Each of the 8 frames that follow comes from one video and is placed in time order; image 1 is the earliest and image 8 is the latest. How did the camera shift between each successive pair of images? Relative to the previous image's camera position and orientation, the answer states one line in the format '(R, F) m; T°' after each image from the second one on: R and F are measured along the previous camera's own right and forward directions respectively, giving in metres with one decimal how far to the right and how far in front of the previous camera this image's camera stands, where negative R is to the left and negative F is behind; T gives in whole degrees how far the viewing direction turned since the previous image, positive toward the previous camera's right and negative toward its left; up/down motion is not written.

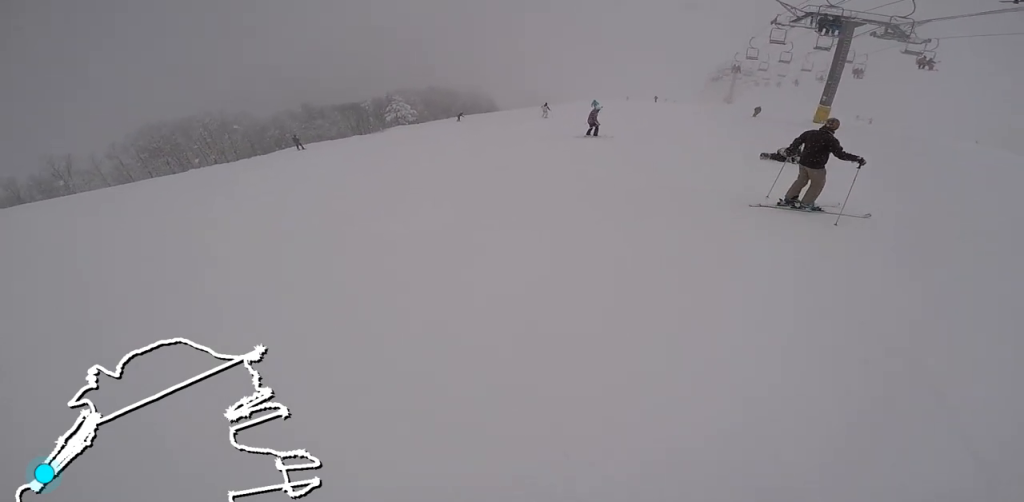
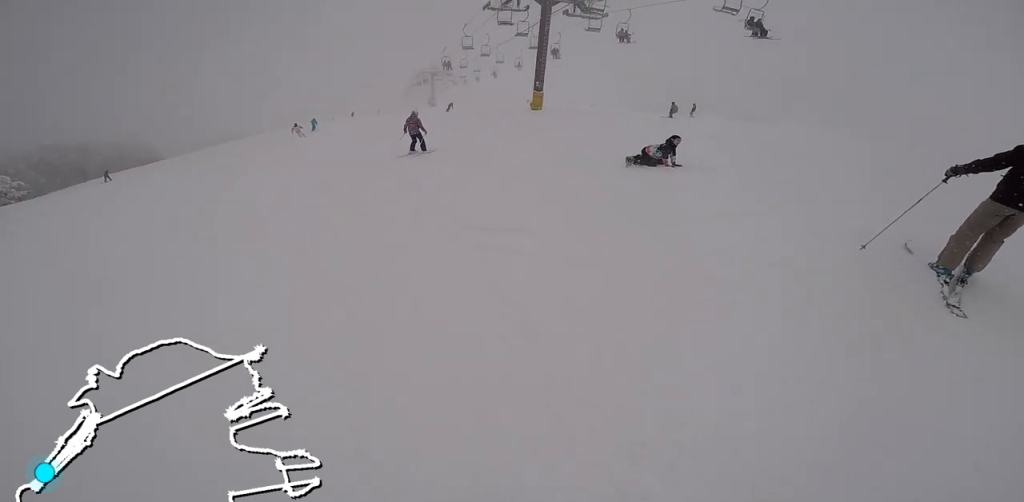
(+2.4, +5.3) m; +30°
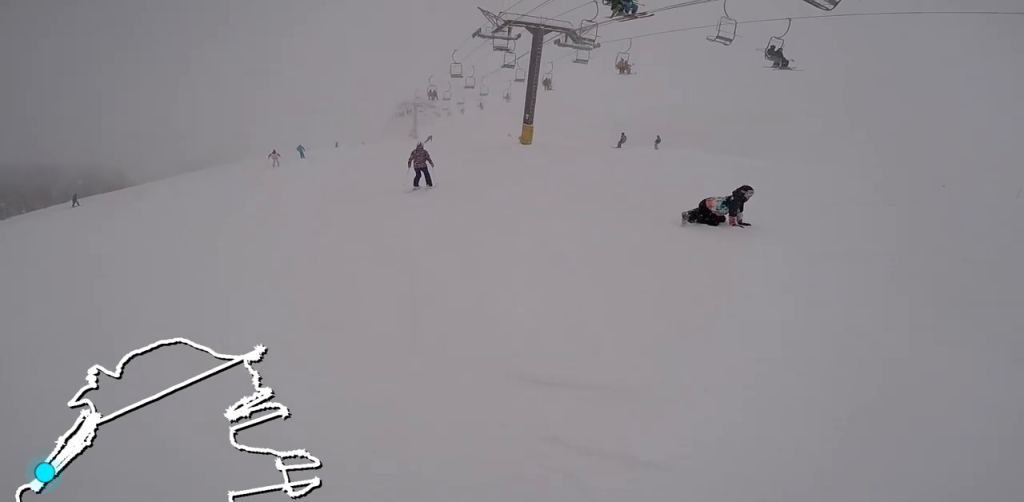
(0.0, +2.2) m; +2°
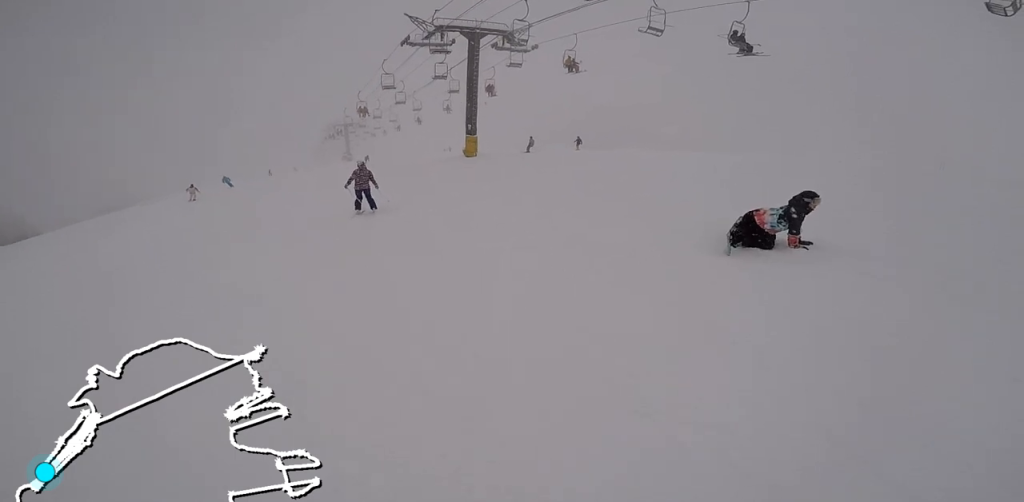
(0.0, +2.2) m; +2°
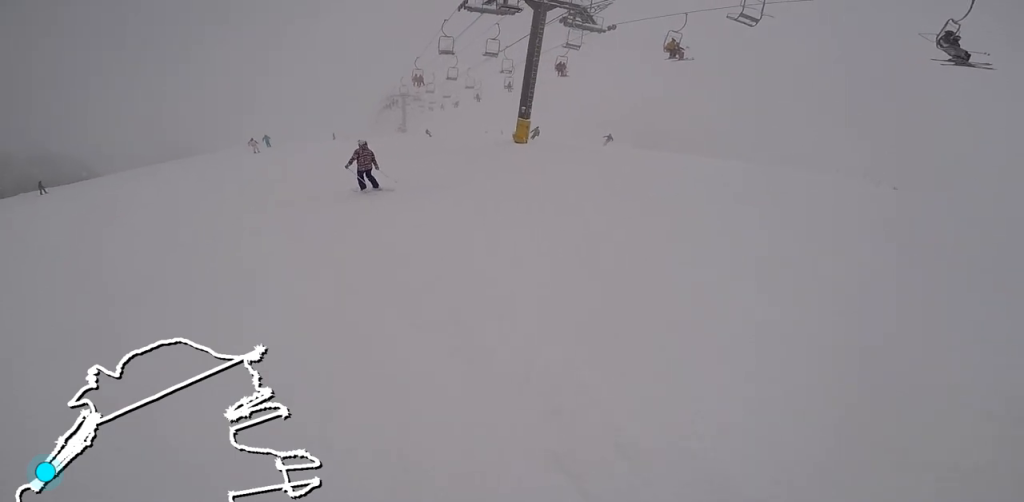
(+0.2, +3.2) m; -10°
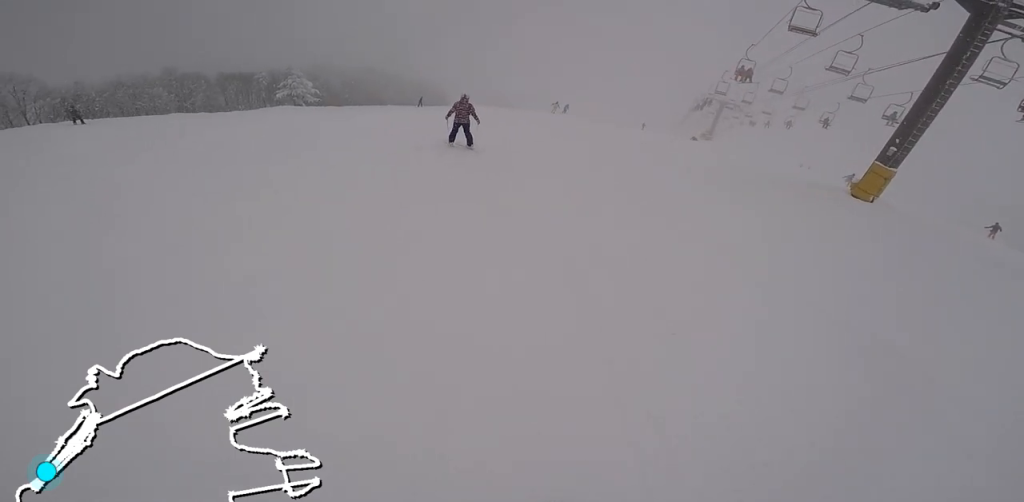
(-1.6, +5.4) m; -21°
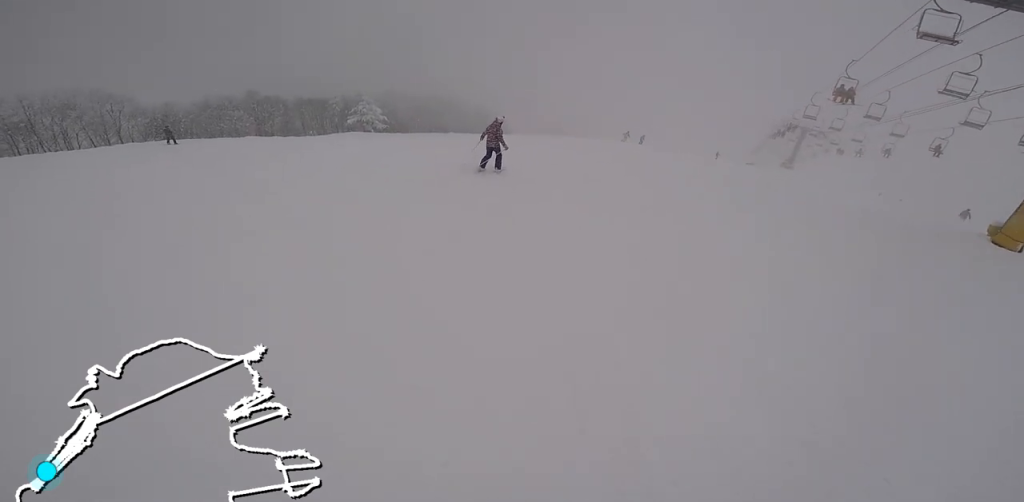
(+0.1, +1.9) m; +2°
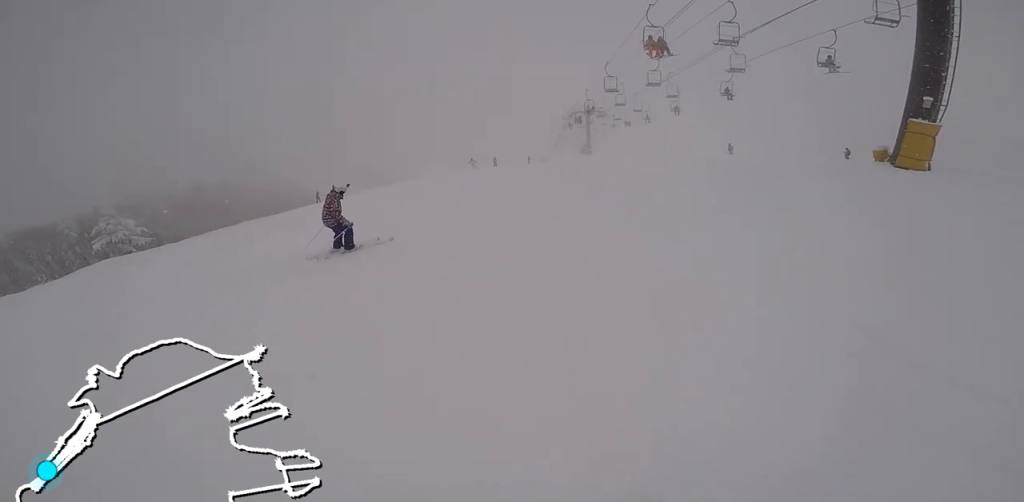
(+0.4, +4.5) m; +14°
